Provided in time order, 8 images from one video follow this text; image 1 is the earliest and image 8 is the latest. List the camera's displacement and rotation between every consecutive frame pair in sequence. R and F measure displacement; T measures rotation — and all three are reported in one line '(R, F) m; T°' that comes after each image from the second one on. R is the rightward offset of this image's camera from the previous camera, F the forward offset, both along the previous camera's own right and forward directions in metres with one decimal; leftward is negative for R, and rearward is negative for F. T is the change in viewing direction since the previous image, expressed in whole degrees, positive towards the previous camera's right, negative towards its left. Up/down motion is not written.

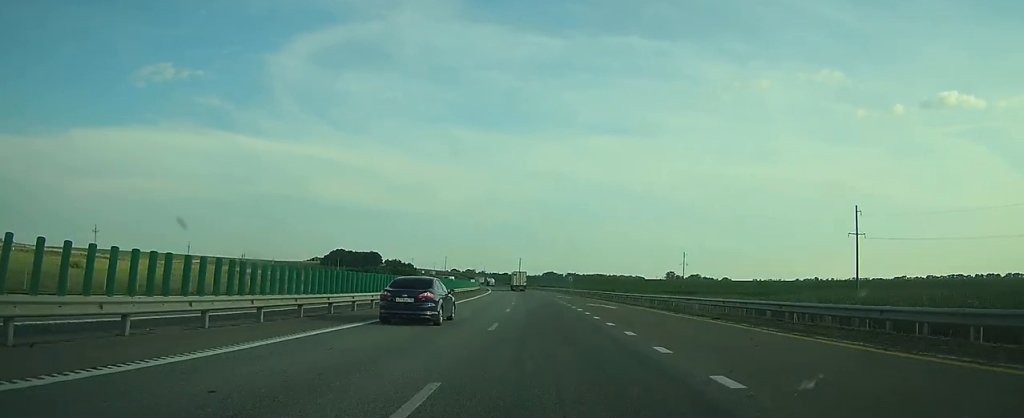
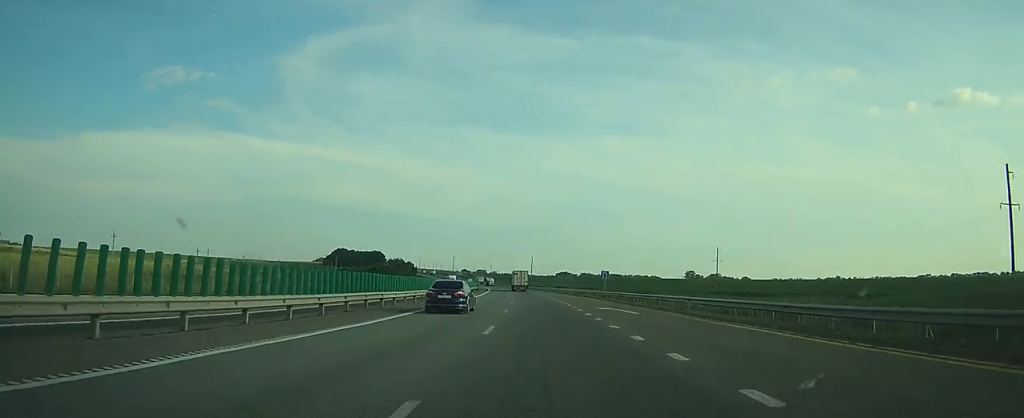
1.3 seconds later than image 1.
(-0.4, +36.8) m; -1°
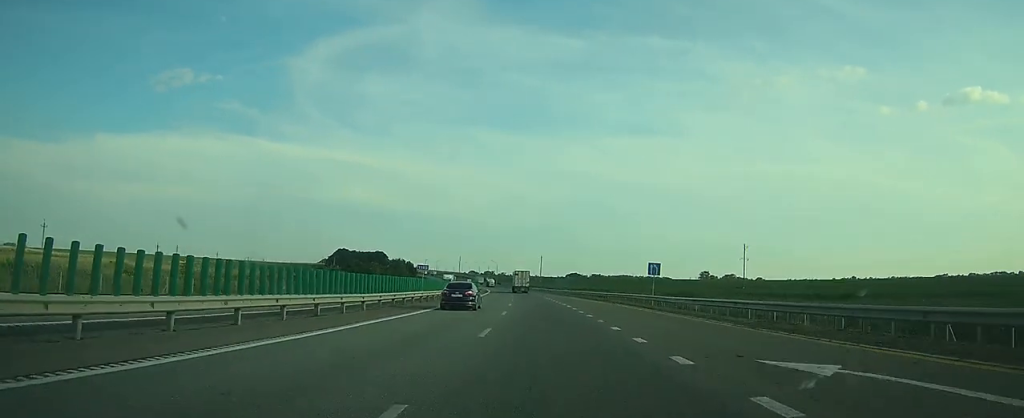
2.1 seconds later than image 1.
(-0.2, +24.3) m; -1°
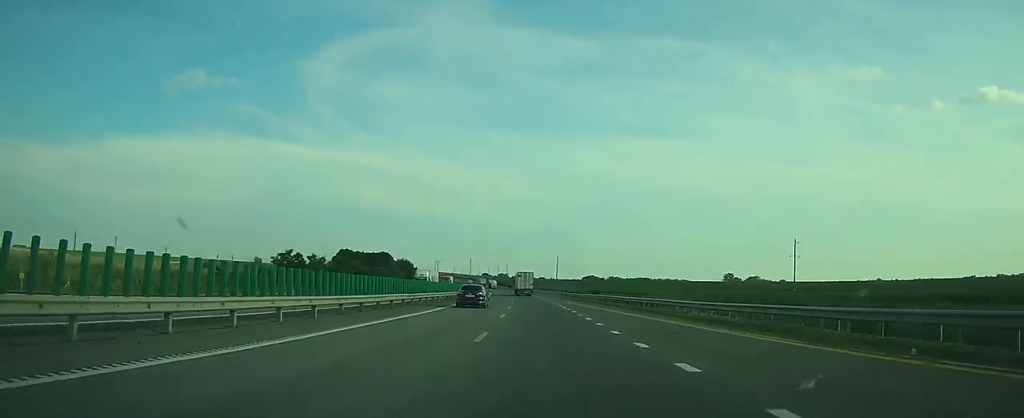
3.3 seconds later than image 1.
(-0.4, +36.1) m; -1°
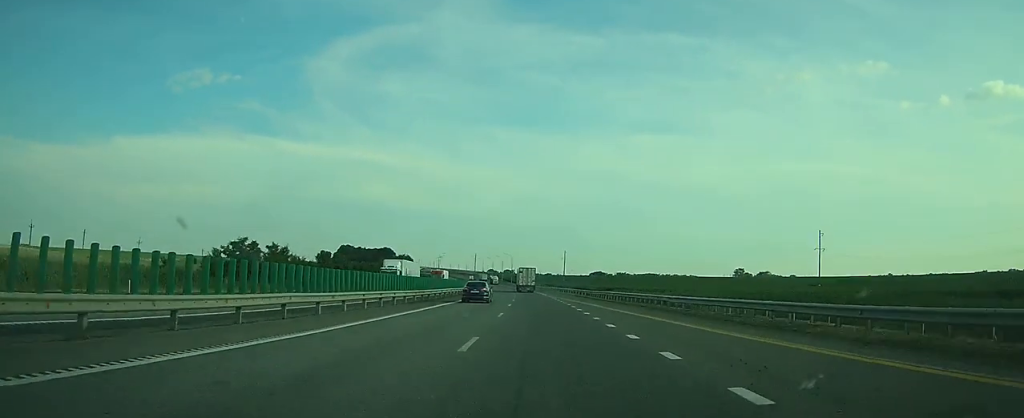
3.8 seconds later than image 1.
(-0.1, +14.7) m; -1°
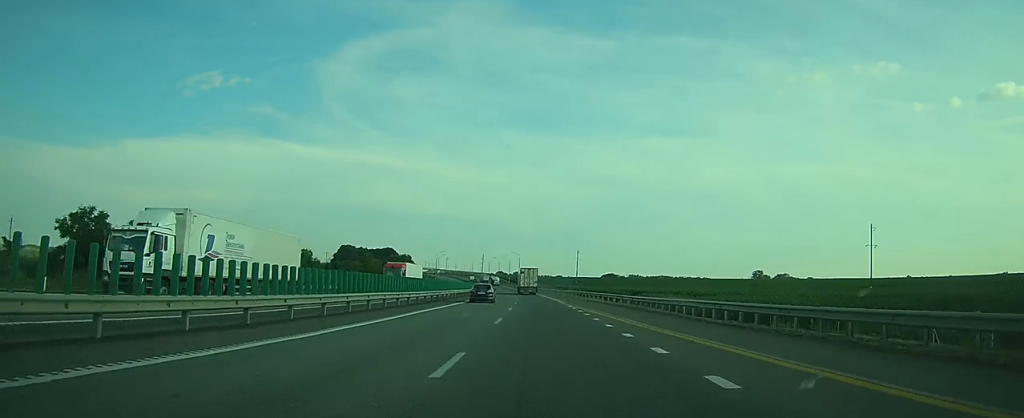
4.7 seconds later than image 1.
(-0.2, +26.5) m; -1°
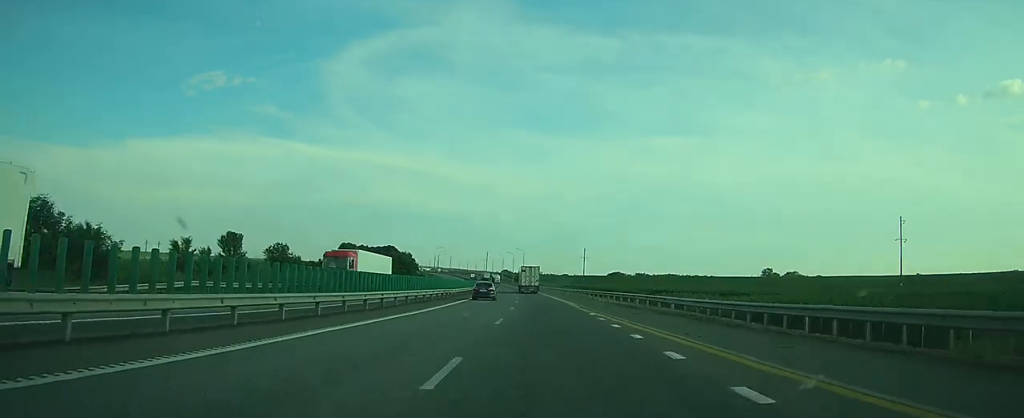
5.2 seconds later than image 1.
(-0.1, +12.8) m; 0°
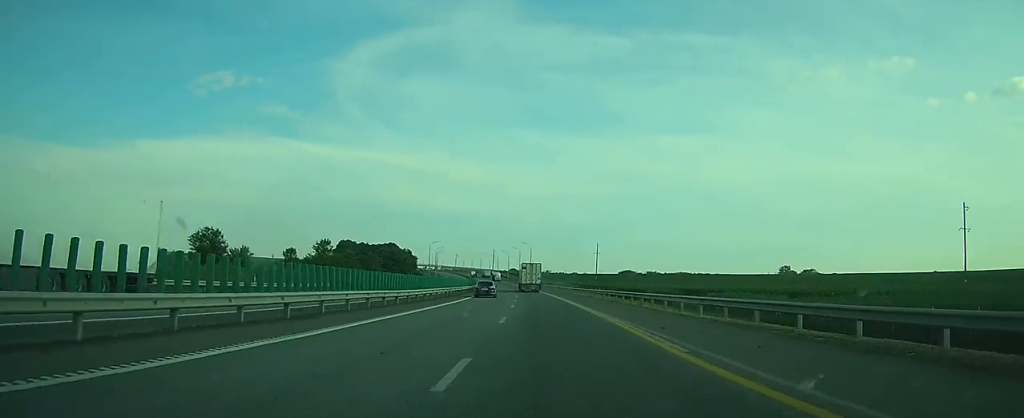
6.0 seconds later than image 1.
(-0.1, +23.7) m; -1°
